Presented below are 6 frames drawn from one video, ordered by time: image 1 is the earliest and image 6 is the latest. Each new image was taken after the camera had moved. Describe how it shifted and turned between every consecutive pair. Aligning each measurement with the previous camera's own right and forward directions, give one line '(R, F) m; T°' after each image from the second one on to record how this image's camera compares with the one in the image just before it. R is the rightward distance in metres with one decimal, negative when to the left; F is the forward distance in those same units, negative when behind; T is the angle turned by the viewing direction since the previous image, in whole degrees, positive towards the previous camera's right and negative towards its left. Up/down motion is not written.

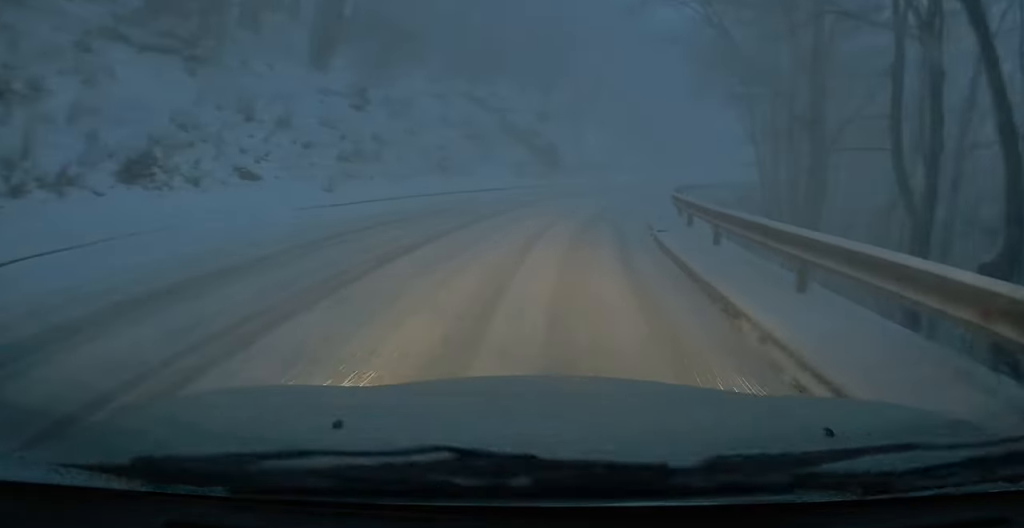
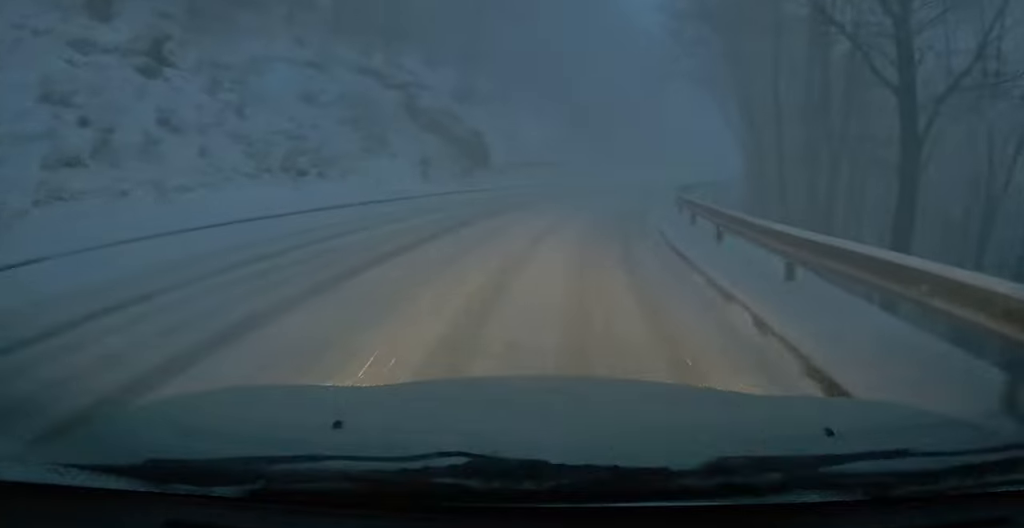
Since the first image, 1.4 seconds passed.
(+0.7, +11.1) m; +6°
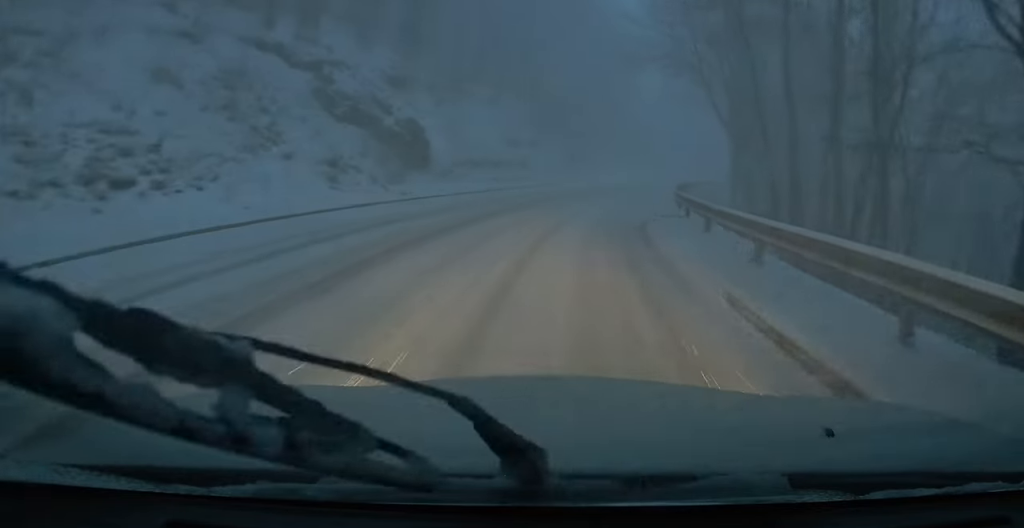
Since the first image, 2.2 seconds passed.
(0.0, +6.6) m; +5°
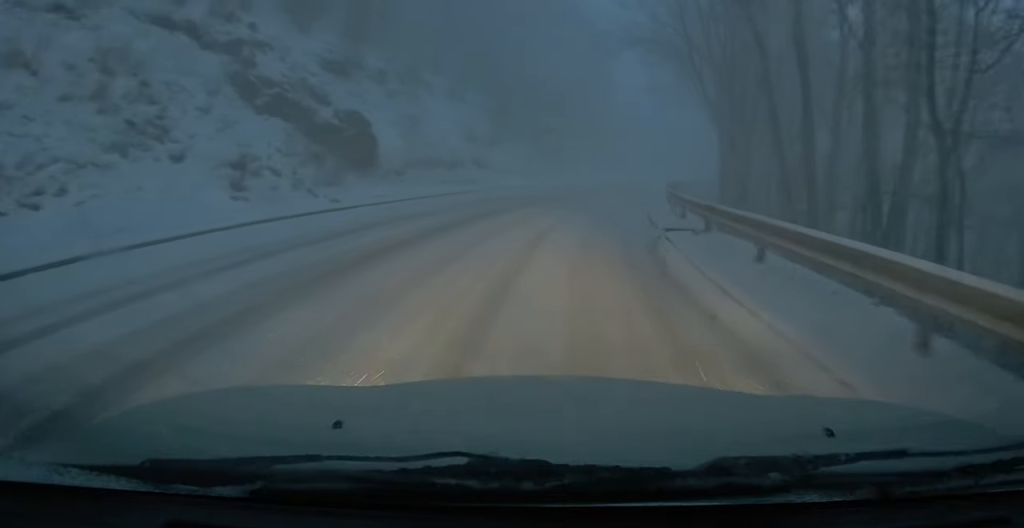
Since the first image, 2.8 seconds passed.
(+0.3, +4.4) m; +3°
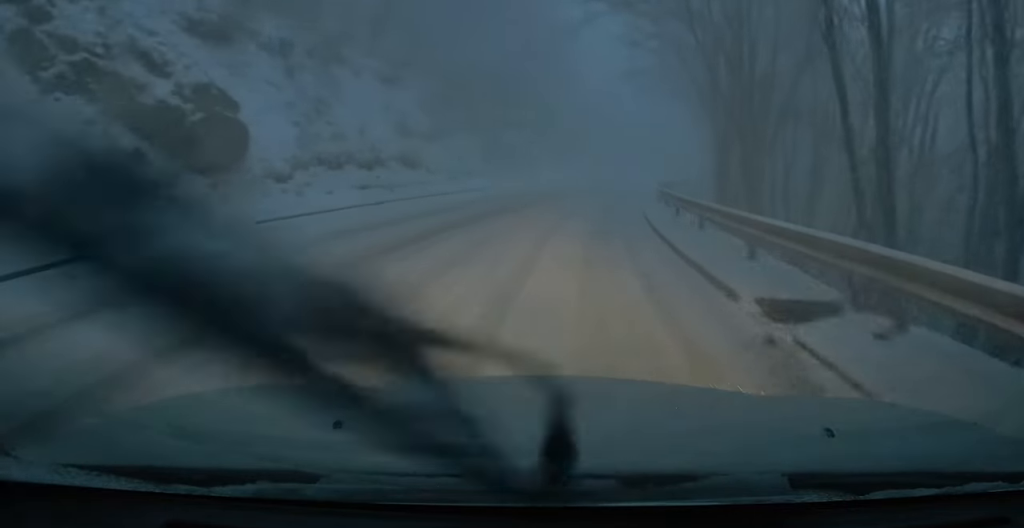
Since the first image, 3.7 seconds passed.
(+0.3, +7.9) m; +5°
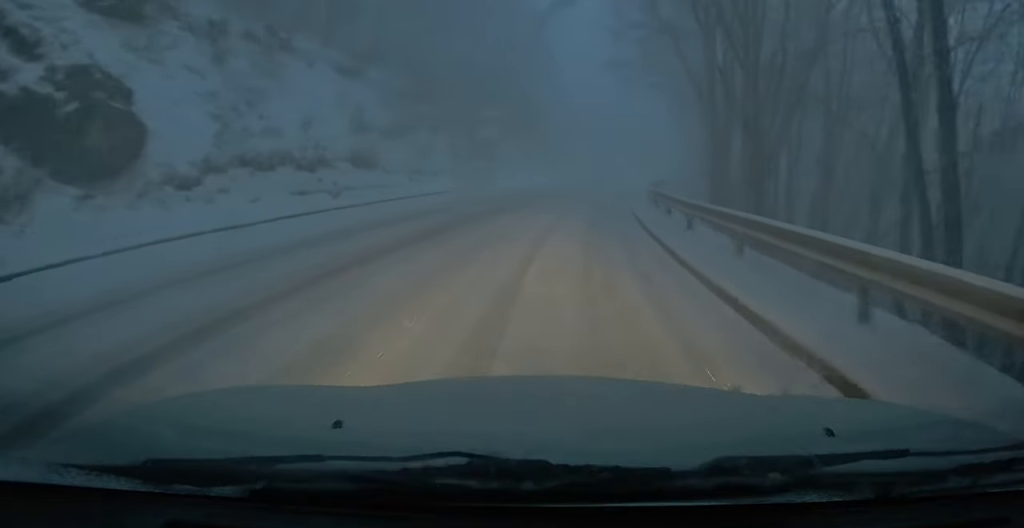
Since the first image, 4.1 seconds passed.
(-0.1, +3.7) m; +3°
